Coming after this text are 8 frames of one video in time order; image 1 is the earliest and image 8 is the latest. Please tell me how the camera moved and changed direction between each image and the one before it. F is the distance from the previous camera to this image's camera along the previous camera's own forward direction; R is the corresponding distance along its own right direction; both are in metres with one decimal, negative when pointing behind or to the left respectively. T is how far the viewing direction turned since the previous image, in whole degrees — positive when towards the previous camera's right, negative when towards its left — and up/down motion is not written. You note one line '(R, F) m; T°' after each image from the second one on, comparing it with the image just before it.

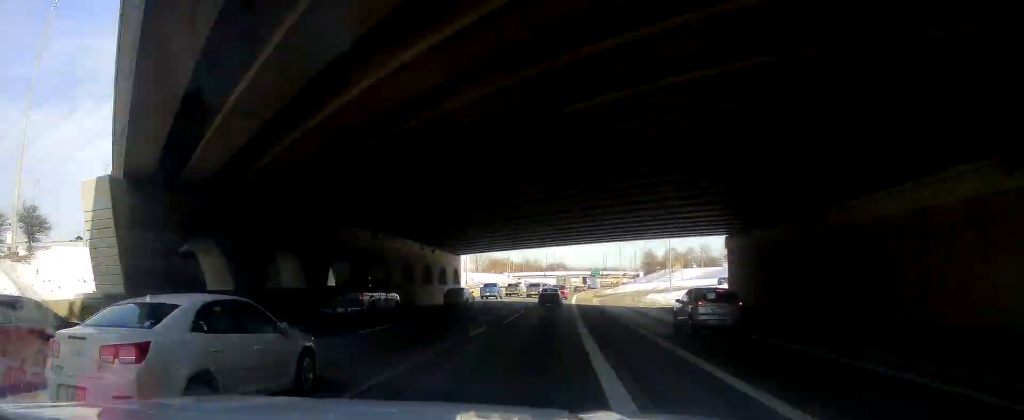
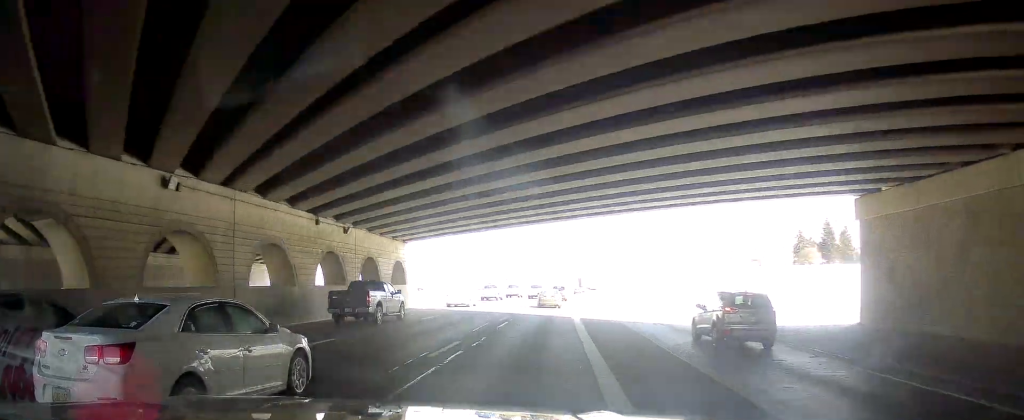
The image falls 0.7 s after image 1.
(+0.2, +21.3) m; 0°
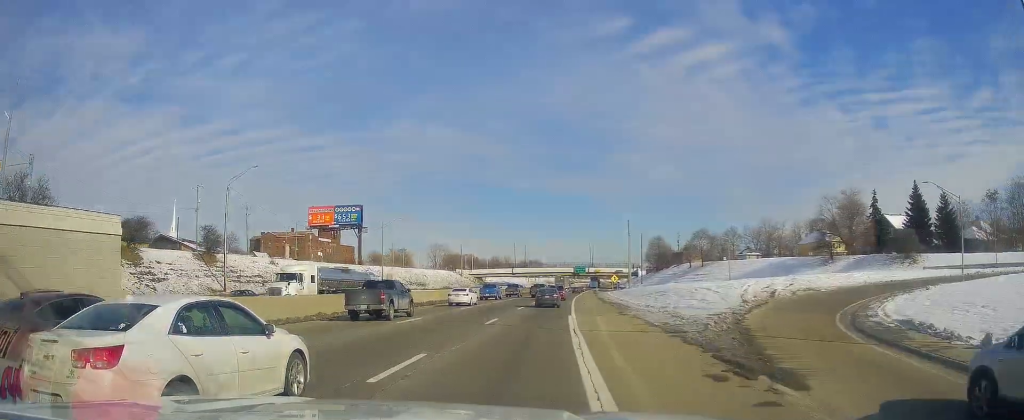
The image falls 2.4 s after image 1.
(+0.2, +49.5) m; +1°
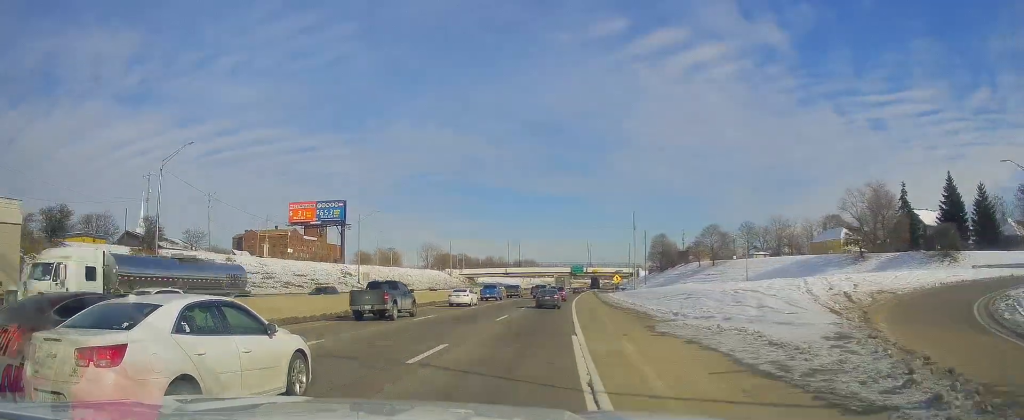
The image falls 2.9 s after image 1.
(+0.1, +12.5) m; +1°
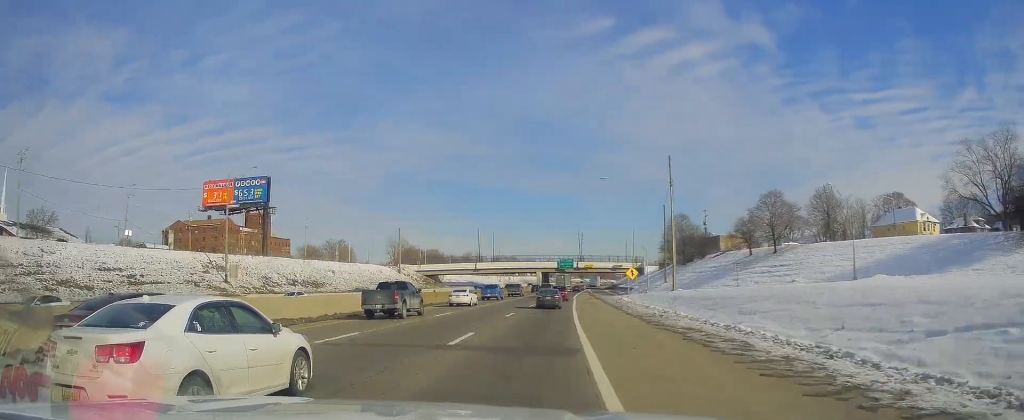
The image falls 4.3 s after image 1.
(+1.2, +42.2) m; +4°
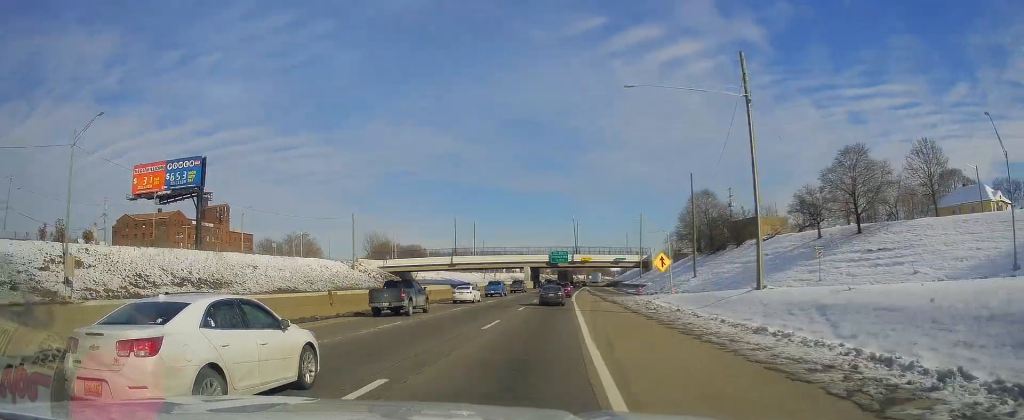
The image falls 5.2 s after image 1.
(+1.0, +25.7) m; +1°
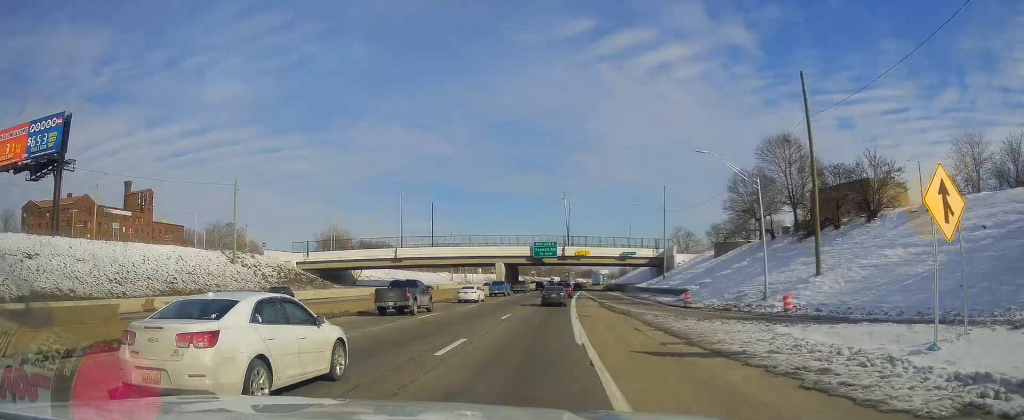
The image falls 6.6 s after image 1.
(-1.0, +38.0) m; 0°
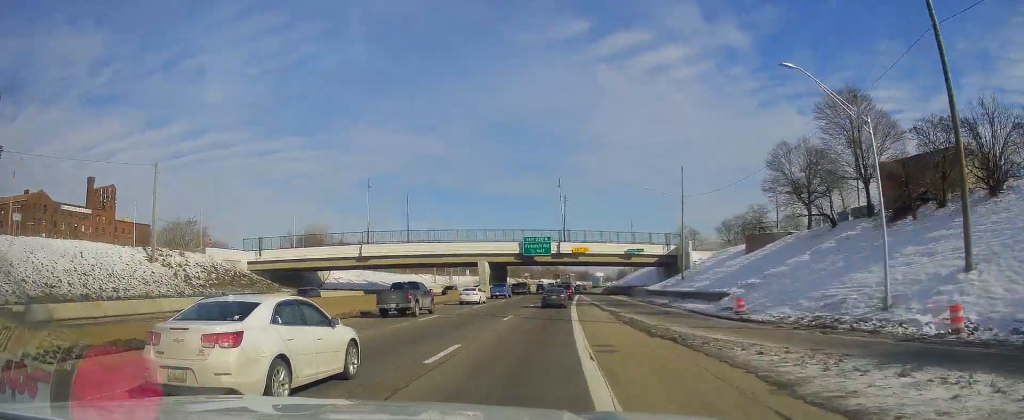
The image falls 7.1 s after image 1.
(0.0, +15.2) m; +1°
